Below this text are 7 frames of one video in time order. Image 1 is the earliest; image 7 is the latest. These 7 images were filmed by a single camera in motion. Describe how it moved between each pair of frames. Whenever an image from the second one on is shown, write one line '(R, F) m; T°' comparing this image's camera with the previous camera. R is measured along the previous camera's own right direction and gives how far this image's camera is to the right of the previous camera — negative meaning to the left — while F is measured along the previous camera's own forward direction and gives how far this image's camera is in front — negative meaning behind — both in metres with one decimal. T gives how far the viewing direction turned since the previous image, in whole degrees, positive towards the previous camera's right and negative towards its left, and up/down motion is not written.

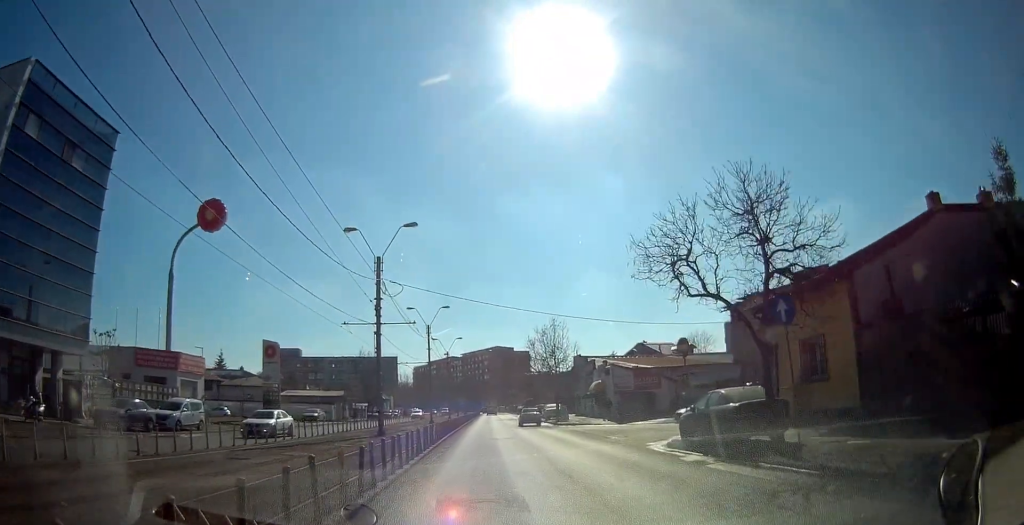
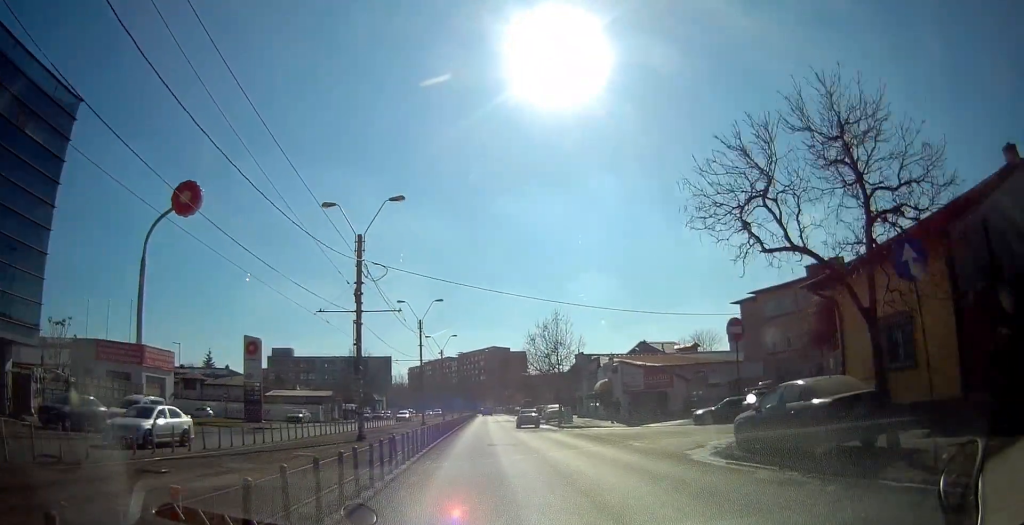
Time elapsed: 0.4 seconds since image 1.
(0.0, +4.0) m; 0°
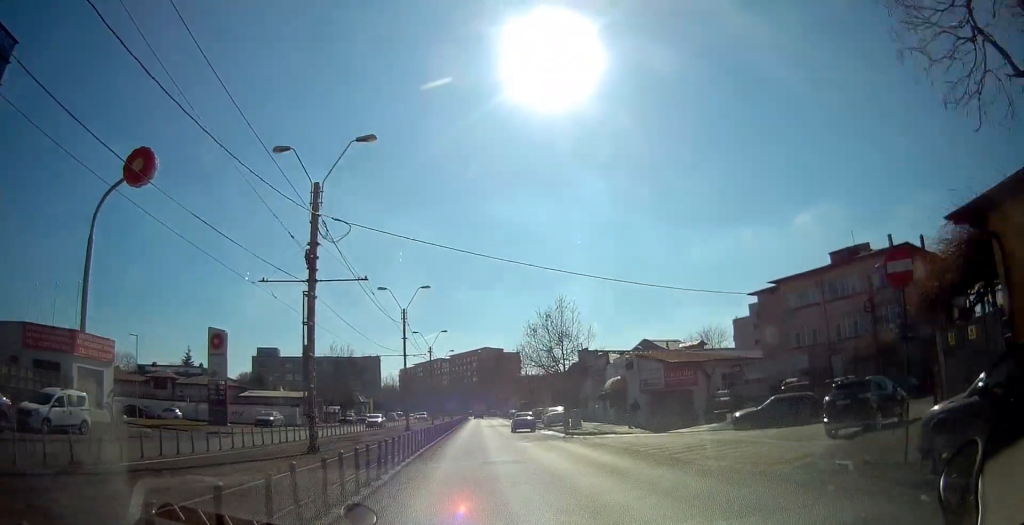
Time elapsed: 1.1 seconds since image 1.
(0.0, +6.5) m; 0°
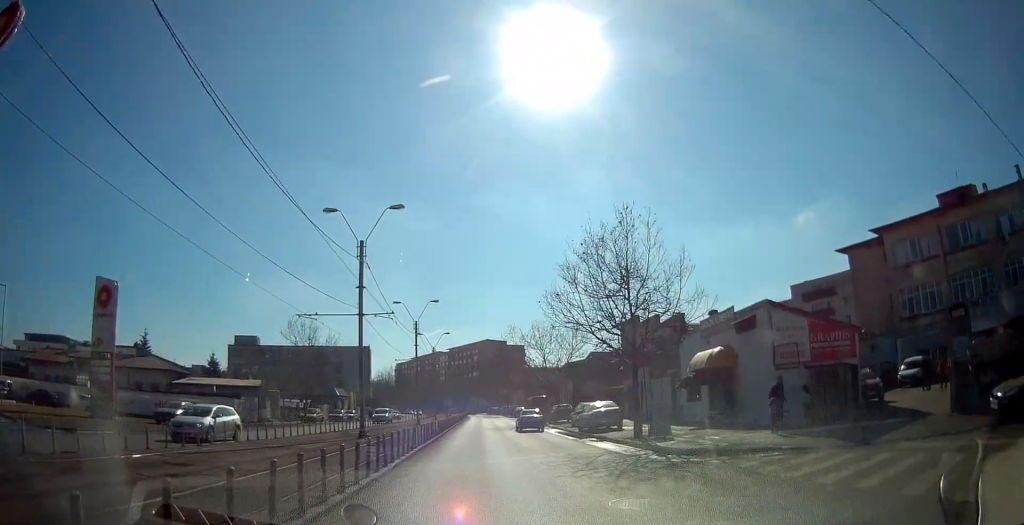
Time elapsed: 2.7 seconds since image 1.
(+0.1, +17.1) m; 0°
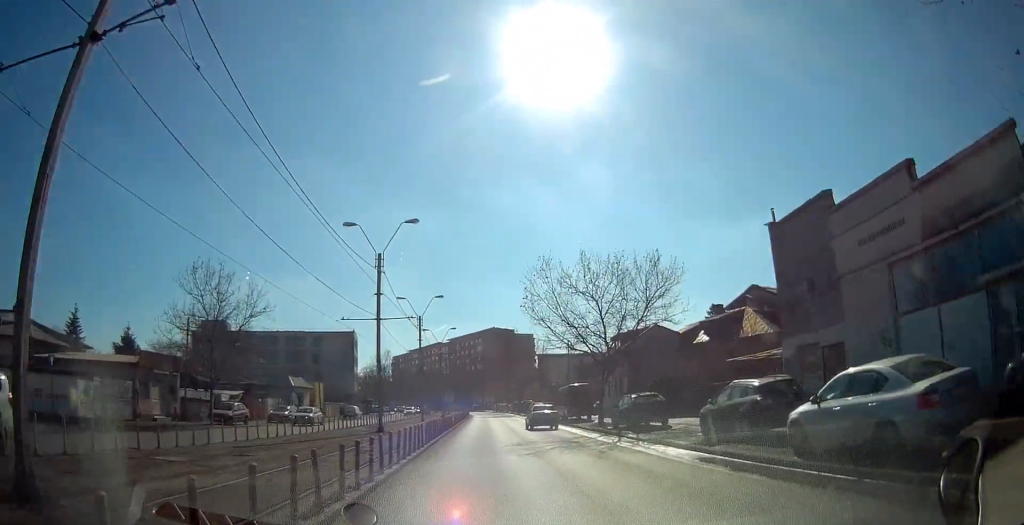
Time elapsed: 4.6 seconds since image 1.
(-0.3, +22.0) m; -1°
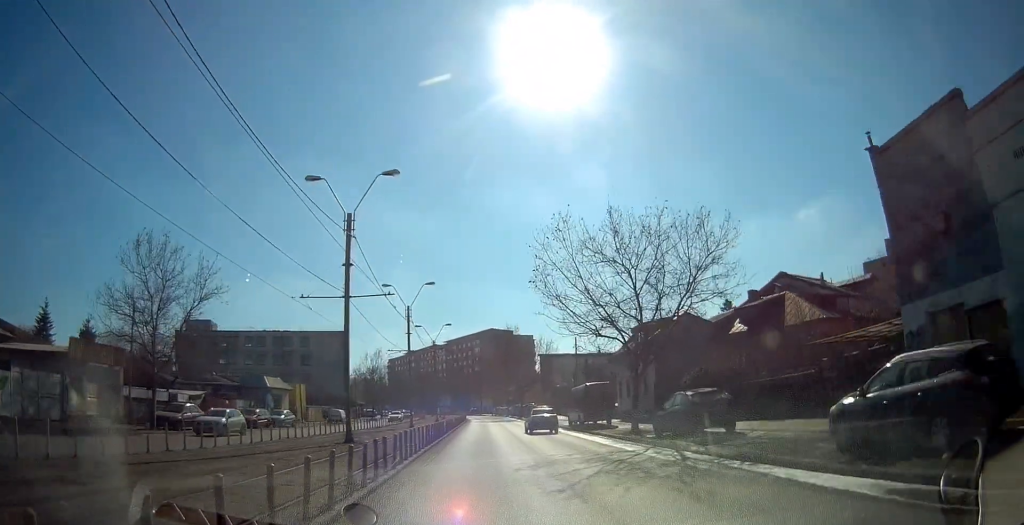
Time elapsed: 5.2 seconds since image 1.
(0.0, +6.8) m; 0°
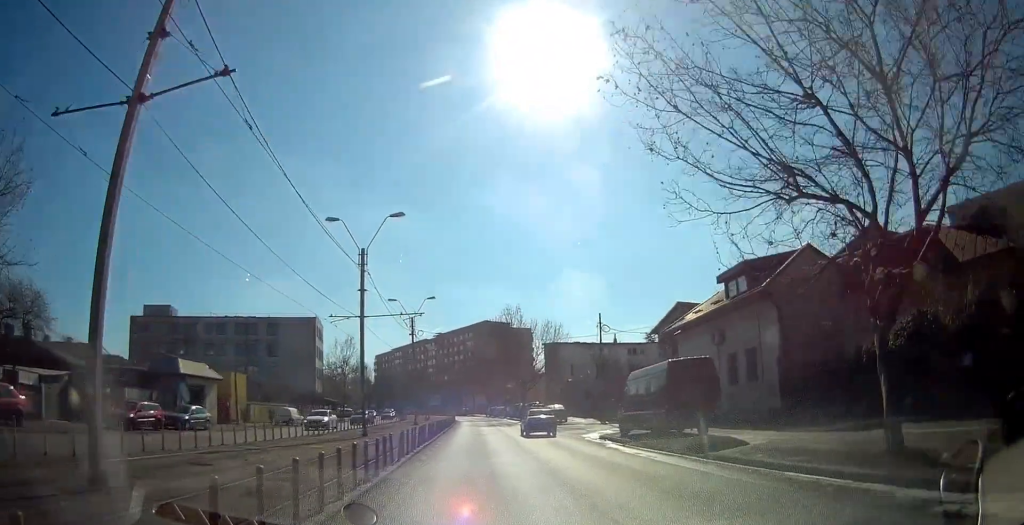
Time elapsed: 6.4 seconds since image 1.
(0.0, +15.5) m; +1°
